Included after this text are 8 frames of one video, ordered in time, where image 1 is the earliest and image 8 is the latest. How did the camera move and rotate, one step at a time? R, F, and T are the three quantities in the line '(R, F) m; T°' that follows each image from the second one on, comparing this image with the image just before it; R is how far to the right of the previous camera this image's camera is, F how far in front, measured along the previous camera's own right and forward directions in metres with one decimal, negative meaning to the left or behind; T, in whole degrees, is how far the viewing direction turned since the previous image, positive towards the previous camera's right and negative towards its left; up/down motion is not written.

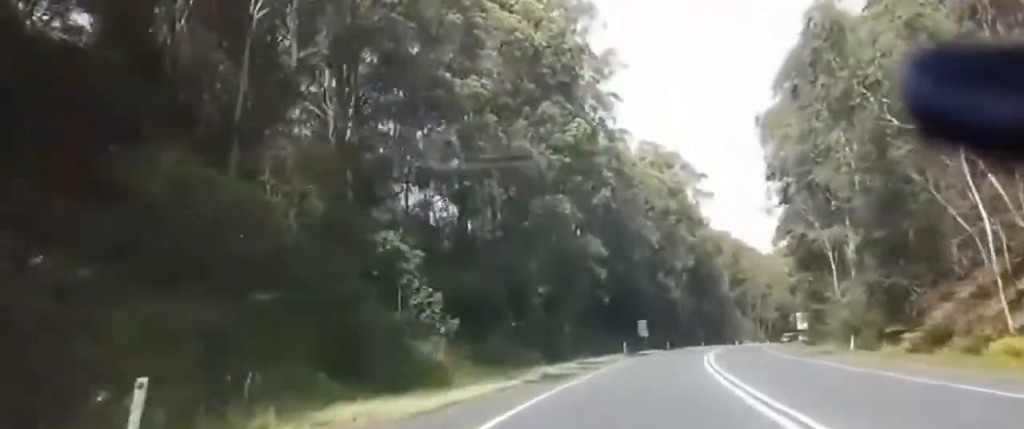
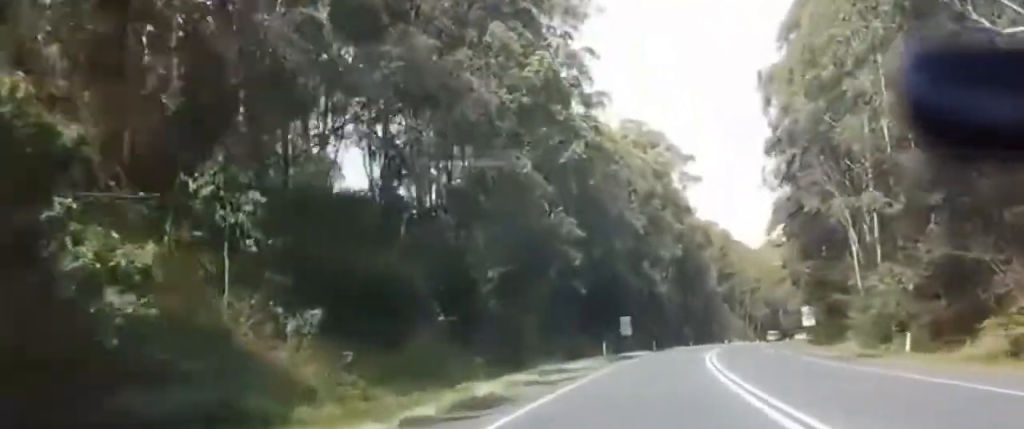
(-1.2, +13.3) m; -1°
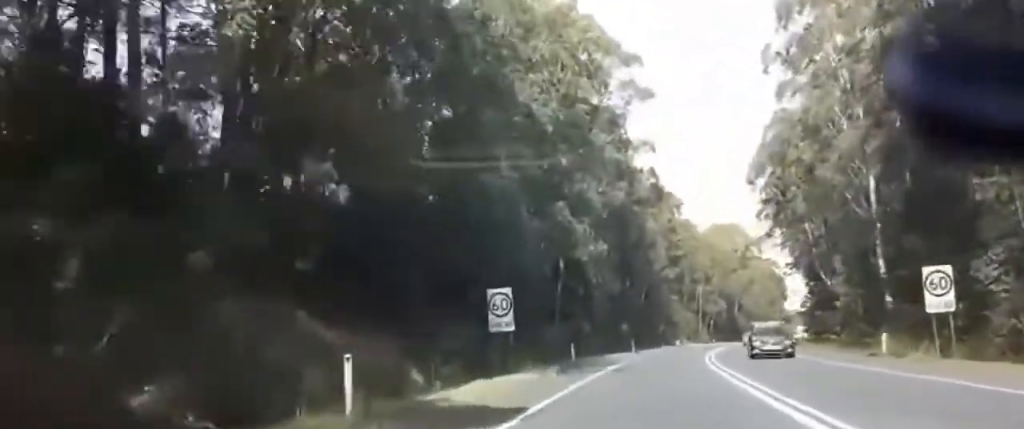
(+4.1, +47.2) m; +9°
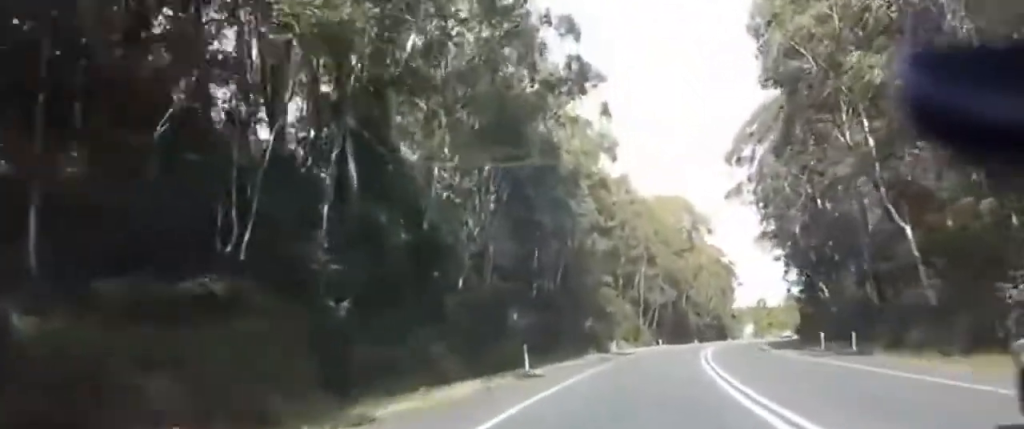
(+3.0, +40.7) m; +4°
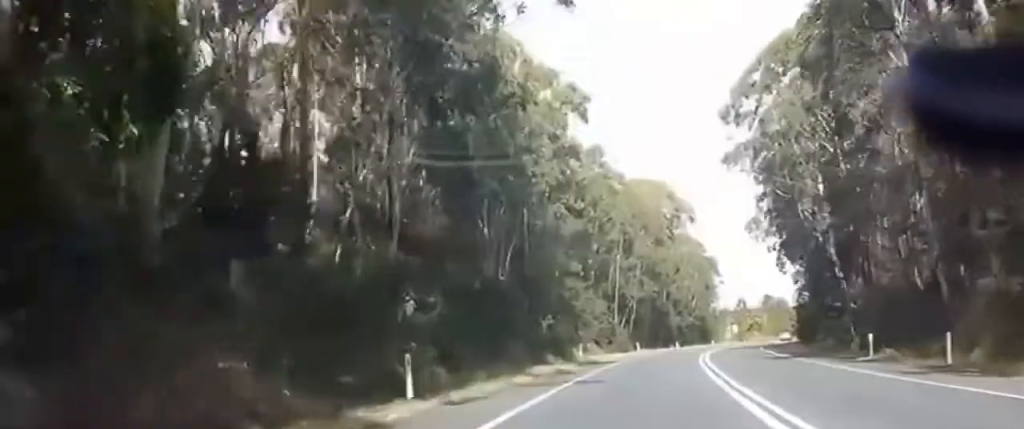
(-0.1, +16.3) m; 0°
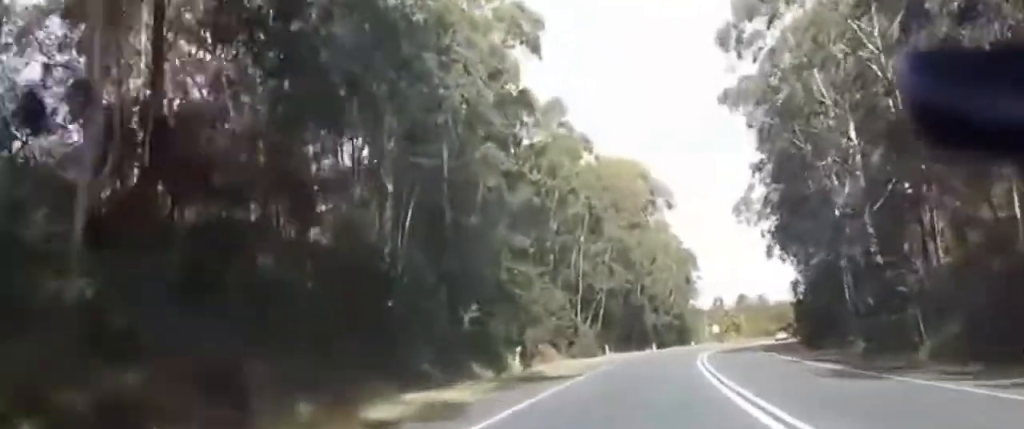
(-0.3, +17.8) m; +9°
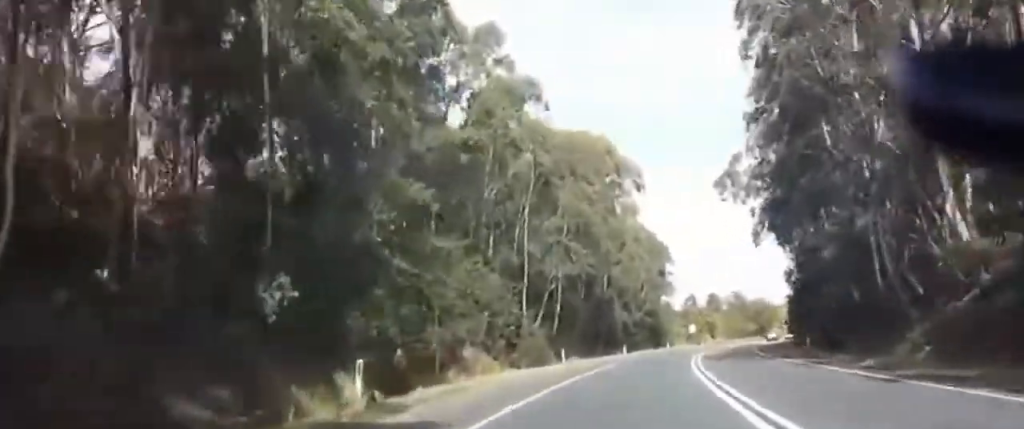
(+1.8, +16.2) m; +4°
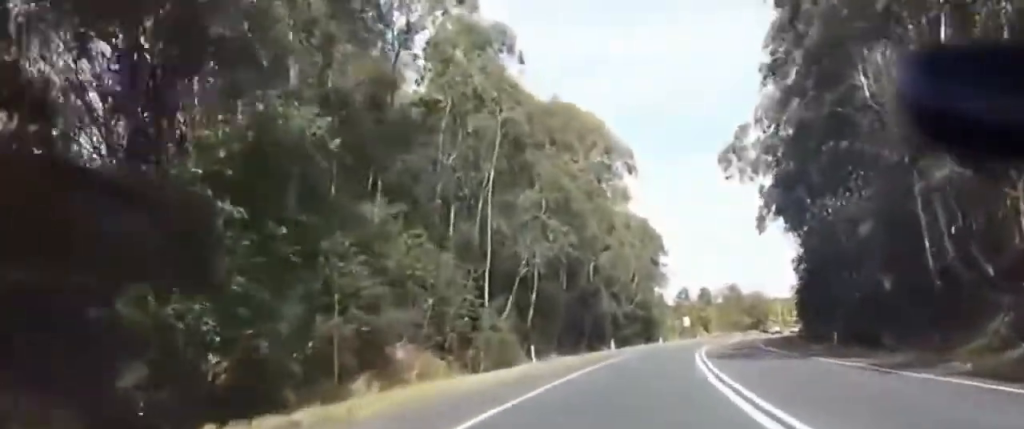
(+2.3, +9.7) m; 0°
